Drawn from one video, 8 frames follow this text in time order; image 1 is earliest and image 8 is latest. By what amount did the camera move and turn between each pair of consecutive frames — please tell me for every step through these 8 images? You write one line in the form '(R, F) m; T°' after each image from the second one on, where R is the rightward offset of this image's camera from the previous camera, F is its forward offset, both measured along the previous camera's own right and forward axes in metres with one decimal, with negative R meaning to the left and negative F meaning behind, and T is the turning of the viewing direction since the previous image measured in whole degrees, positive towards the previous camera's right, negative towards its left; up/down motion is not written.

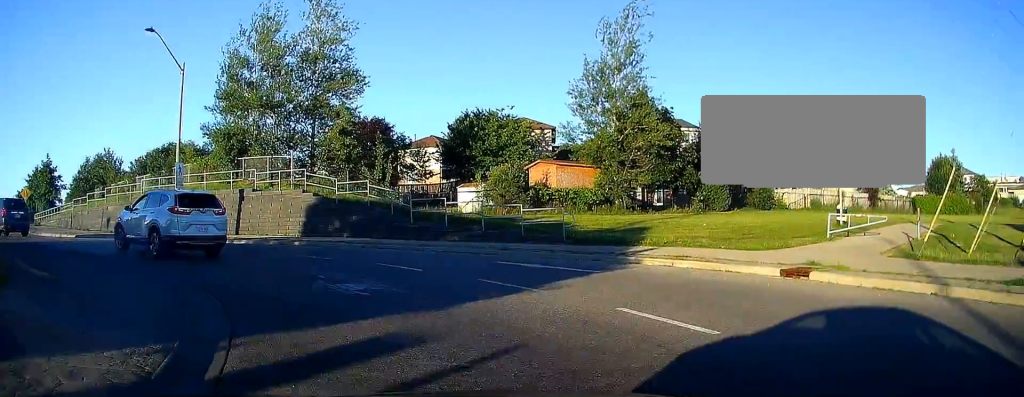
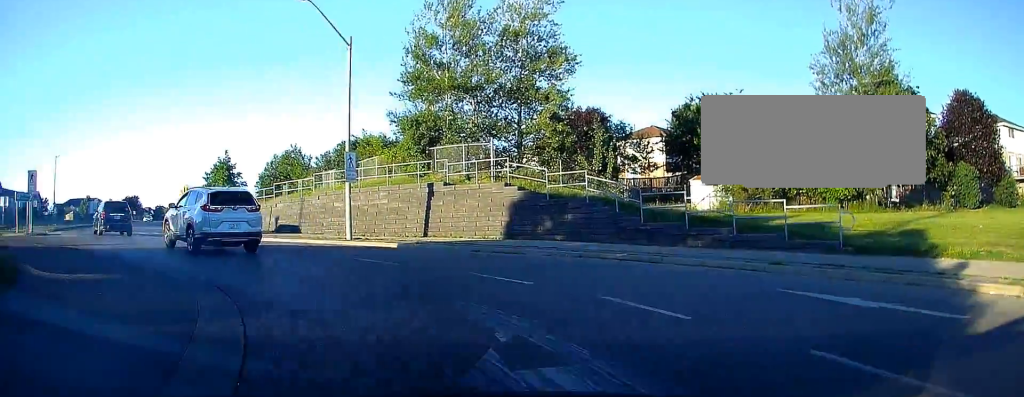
(-1.6, +5.4) m; -15°
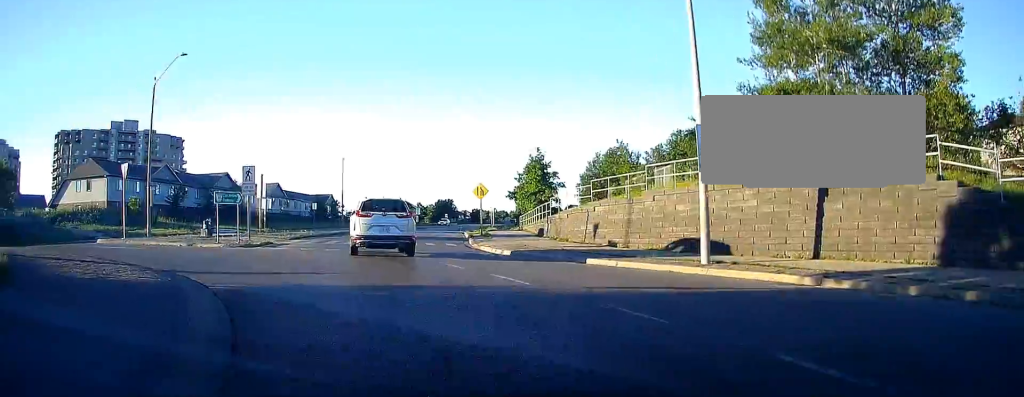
(-1.7, +9.3) m; -17°
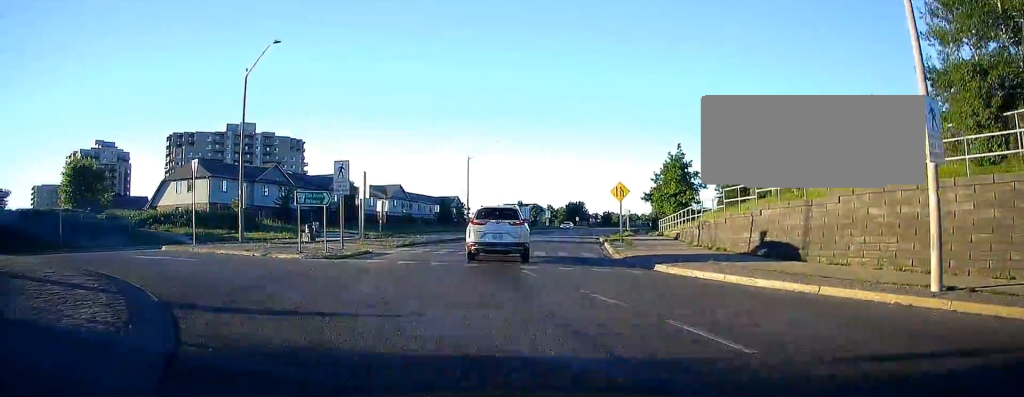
(0.0, +4.9) m; -6°
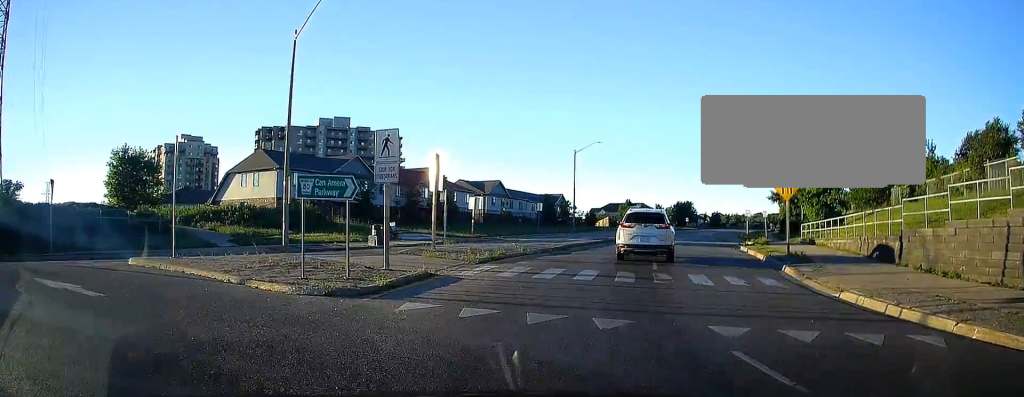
(-0.8, +9.1) m; -13°
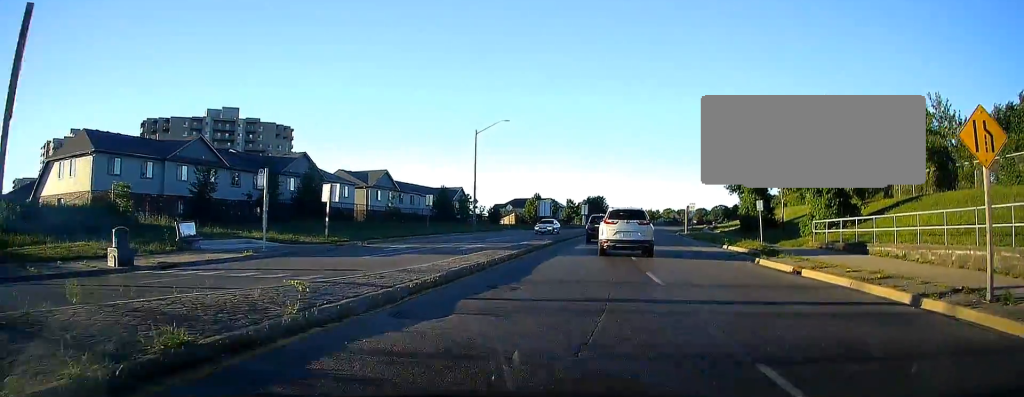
(-2.0, +15.1) m; -6°
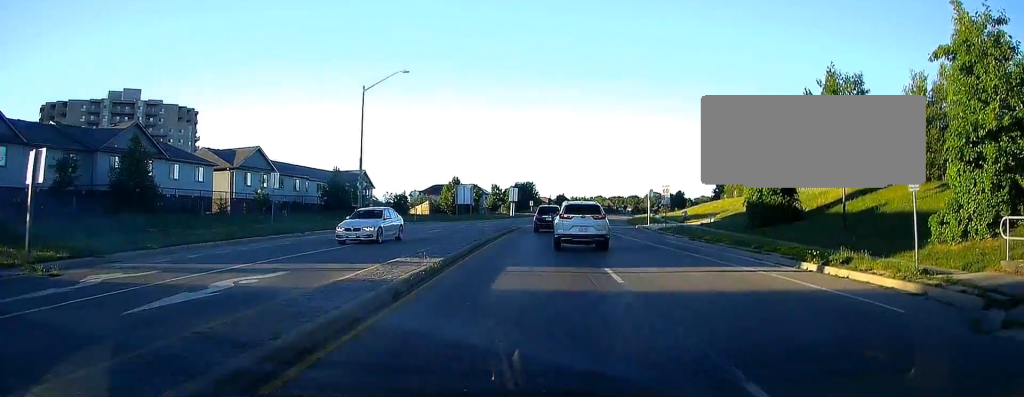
(+0.7, +18.0) m; +4°
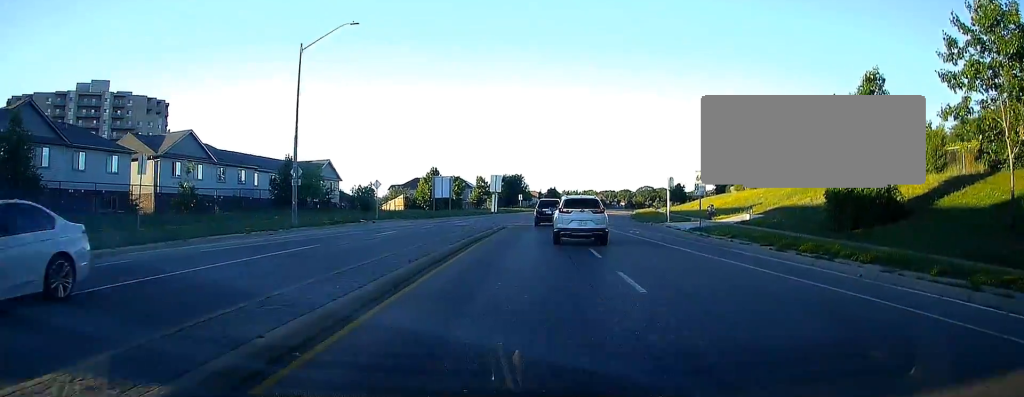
(+0.2, +11.3) m; +2°
